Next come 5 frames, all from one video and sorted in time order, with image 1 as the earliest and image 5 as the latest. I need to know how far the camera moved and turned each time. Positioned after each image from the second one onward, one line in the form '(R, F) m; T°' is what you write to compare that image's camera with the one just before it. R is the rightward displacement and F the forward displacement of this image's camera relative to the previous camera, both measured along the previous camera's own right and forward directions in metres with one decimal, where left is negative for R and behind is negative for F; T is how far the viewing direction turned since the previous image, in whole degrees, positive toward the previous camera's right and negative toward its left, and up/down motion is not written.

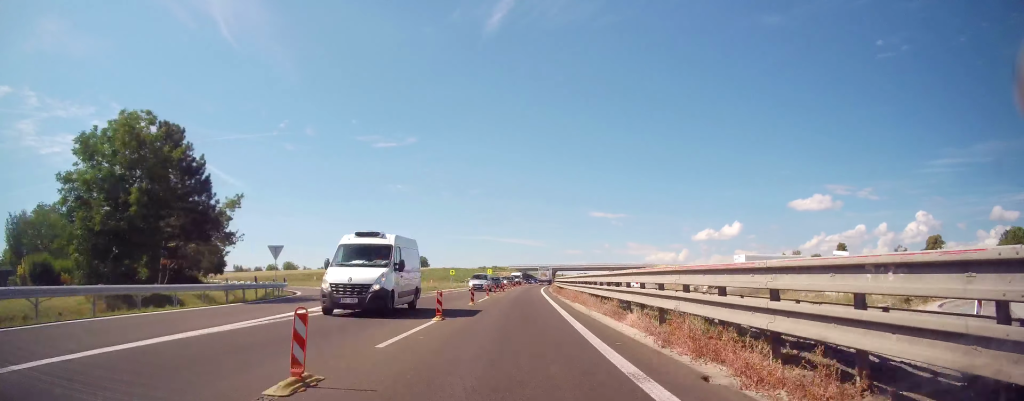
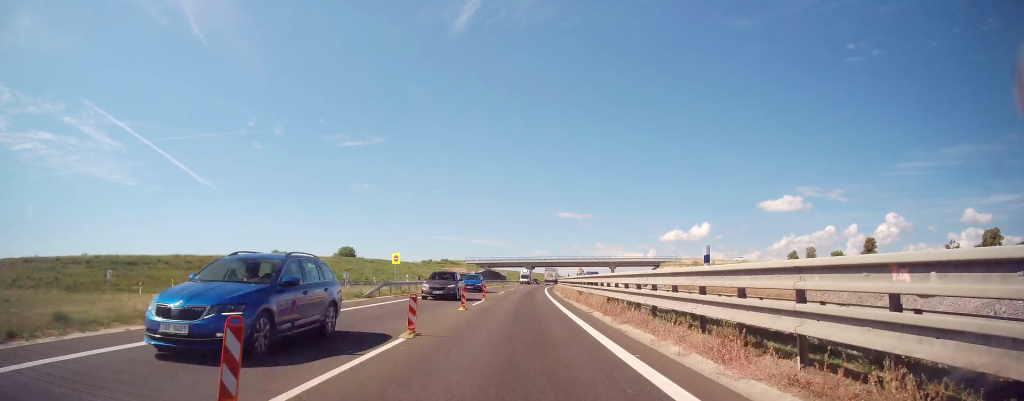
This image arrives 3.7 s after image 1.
(+3.4, +75.9) m; +4°
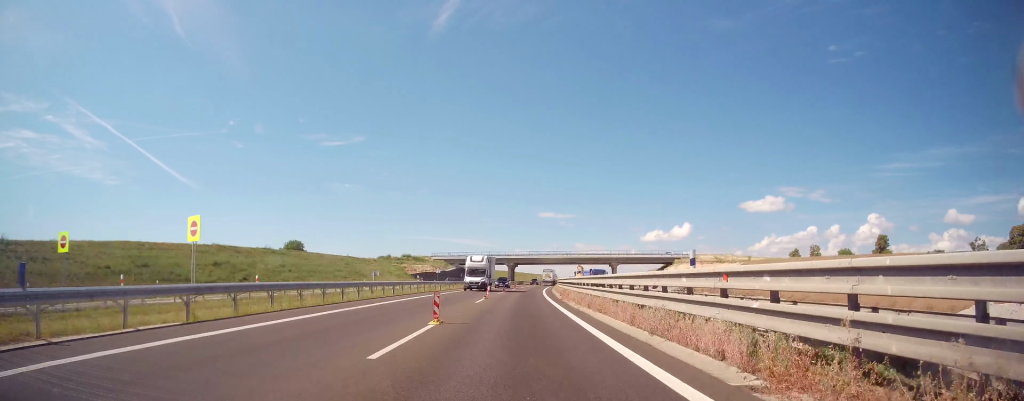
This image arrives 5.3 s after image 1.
(+0.2, +33.2) m; +1°
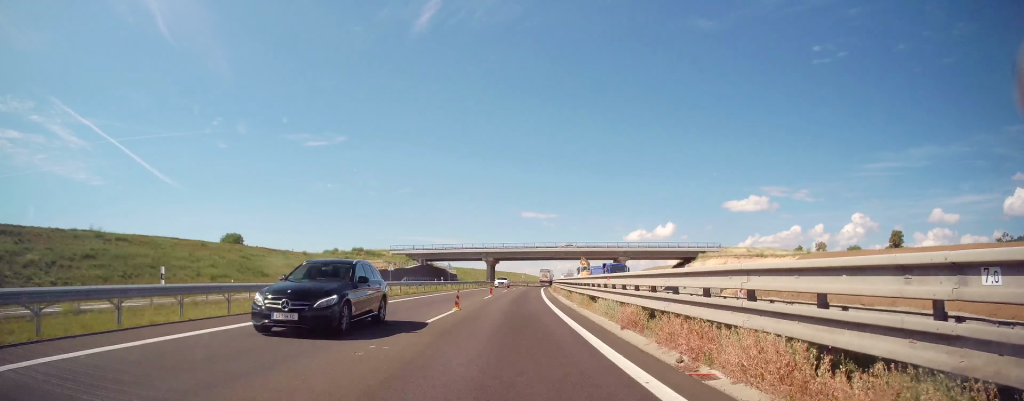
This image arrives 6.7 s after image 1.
(+0.6, +29.8) m; +3°
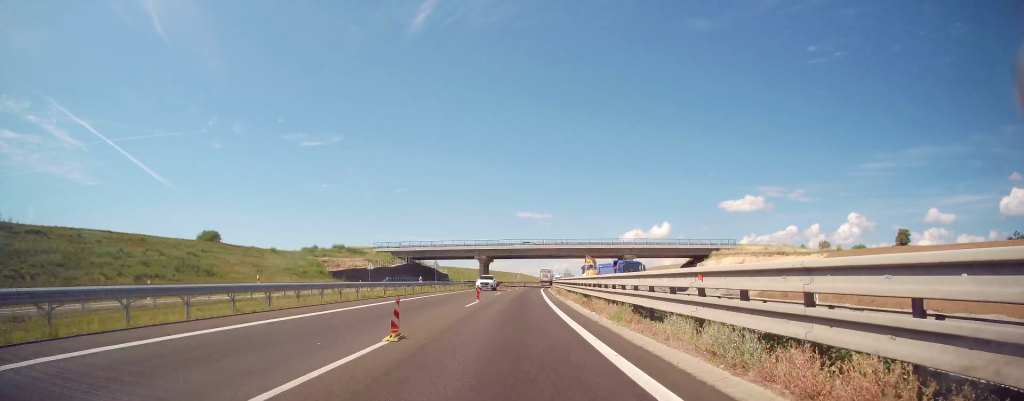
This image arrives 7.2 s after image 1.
(+0.1, +9.9) m; +1°
